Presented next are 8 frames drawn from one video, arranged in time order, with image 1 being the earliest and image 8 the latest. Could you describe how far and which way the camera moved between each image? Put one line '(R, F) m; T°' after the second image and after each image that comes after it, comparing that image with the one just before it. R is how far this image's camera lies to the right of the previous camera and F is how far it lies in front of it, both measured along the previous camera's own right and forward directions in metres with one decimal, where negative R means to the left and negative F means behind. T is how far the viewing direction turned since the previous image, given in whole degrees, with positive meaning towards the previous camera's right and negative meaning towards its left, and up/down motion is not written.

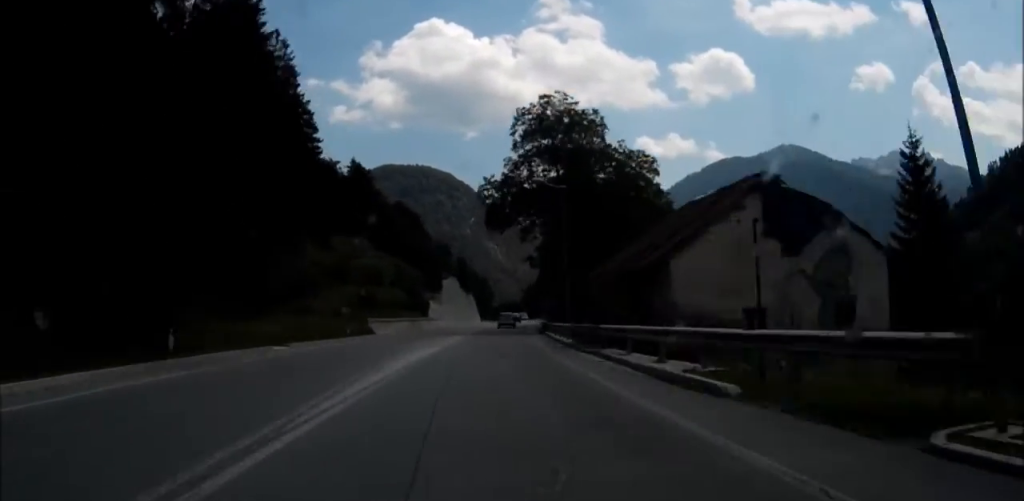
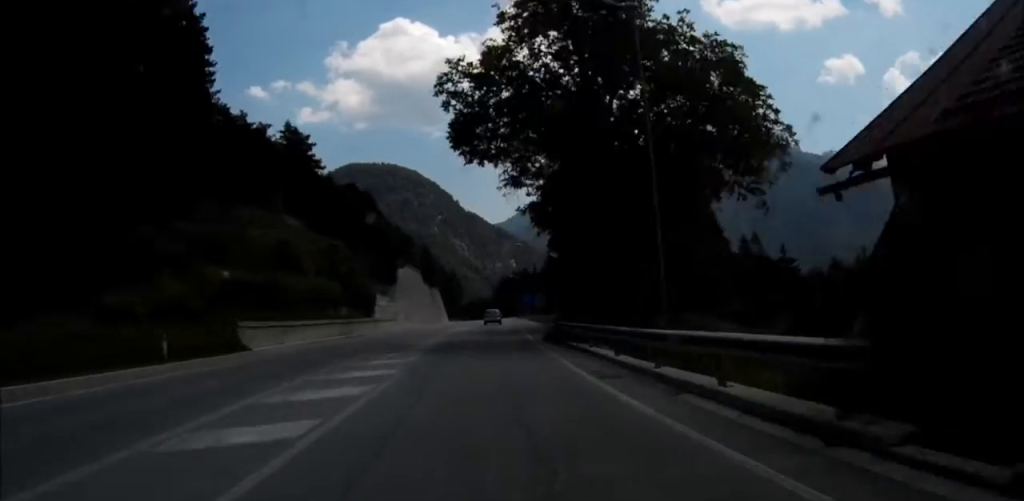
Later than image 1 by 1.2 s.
(+0.3, +24.1) m; +1°
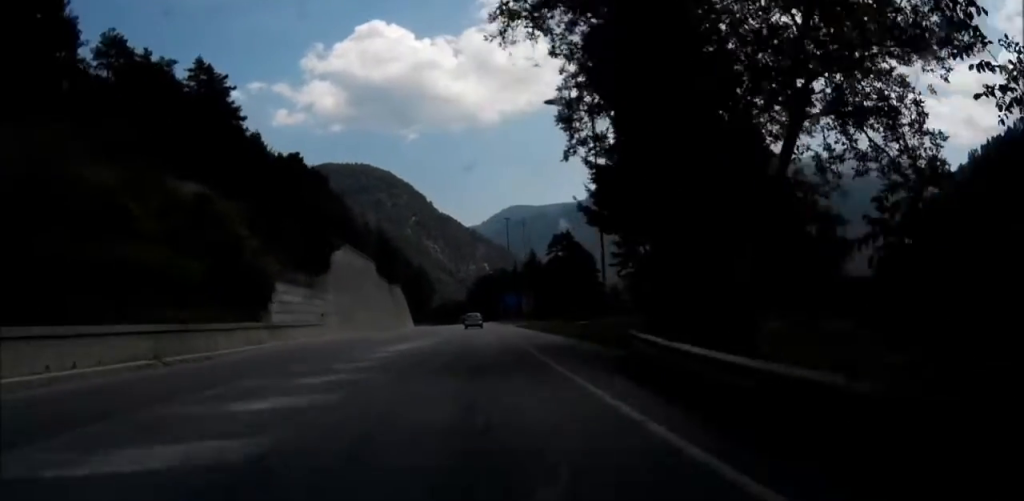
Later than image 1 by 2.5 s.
(+0.3, +25.4) m; 0°
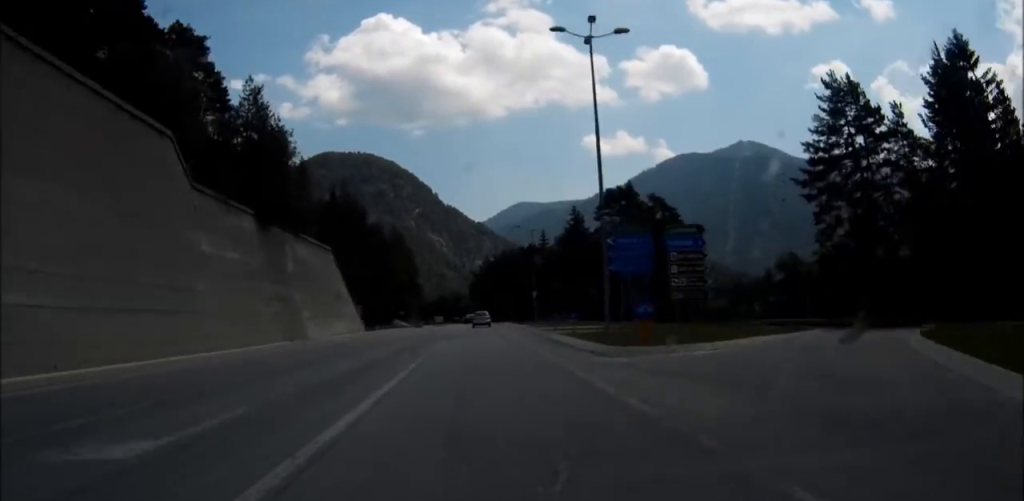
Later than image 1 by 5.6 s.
(0.0, +63.0) m; 0°
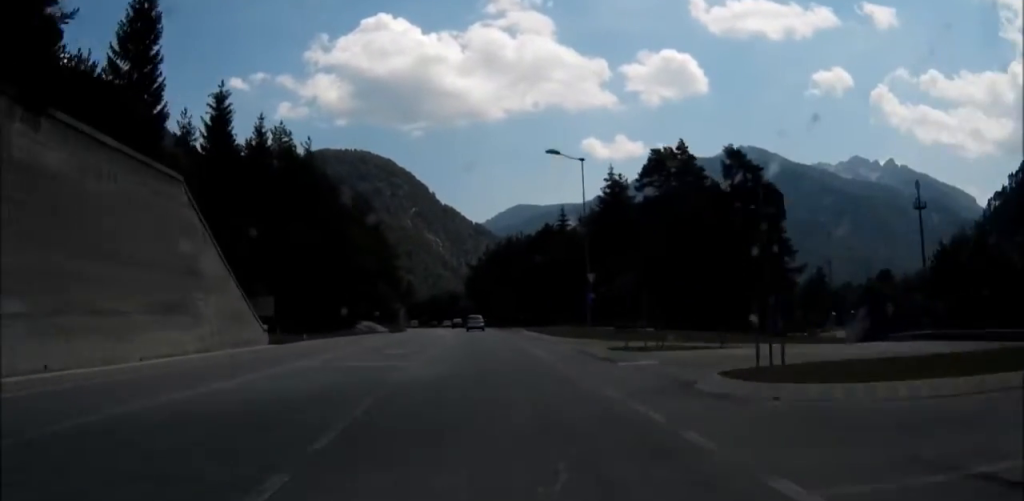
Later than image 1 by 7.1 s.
(+0.1, +31.1) m; 0°
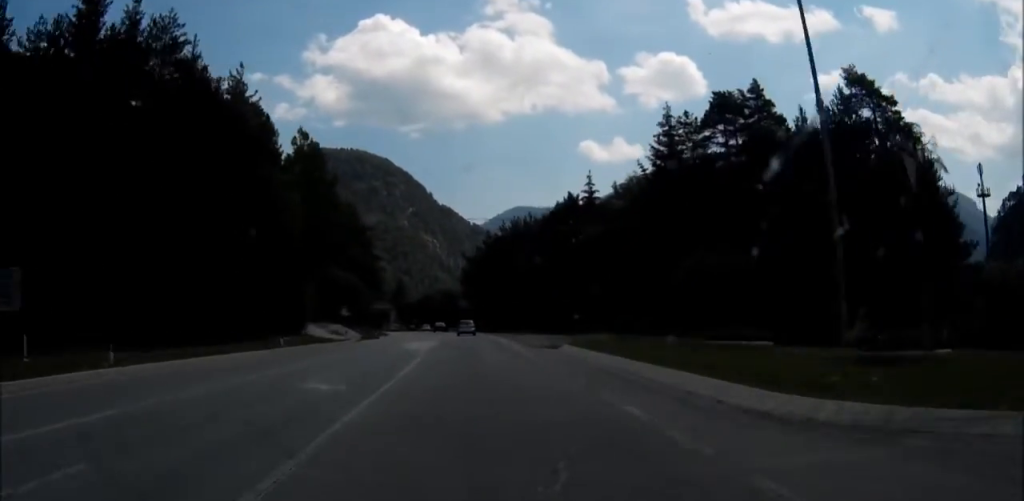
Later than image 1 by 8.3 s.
(+0.1, +24.6) m; 0°
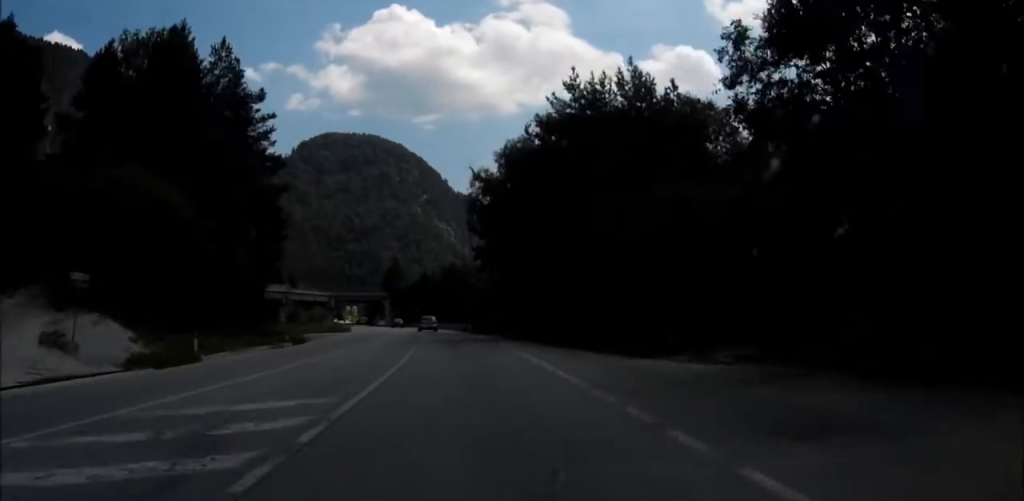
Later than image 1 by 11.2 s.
(-0.3, +59.5) m; -1°
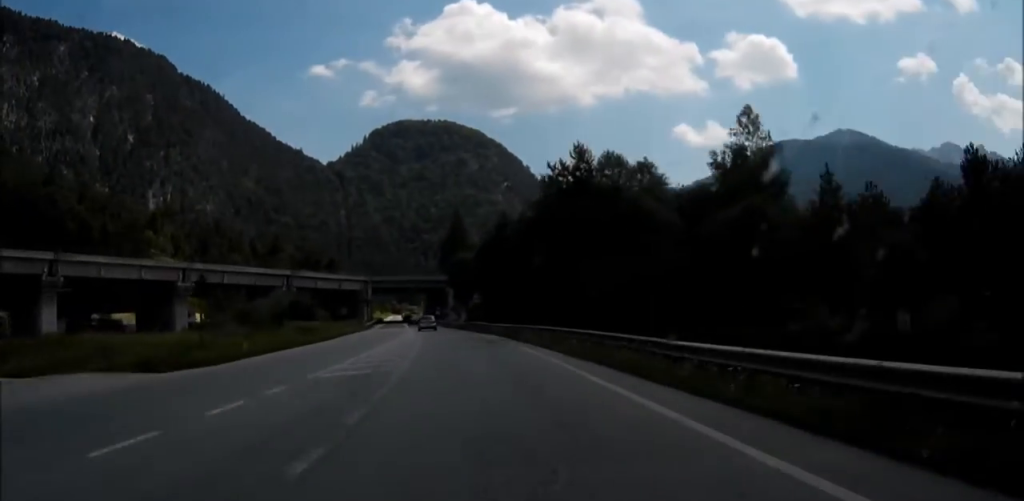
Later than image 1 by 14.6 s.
(-3.7, +71.4) m; -8°
